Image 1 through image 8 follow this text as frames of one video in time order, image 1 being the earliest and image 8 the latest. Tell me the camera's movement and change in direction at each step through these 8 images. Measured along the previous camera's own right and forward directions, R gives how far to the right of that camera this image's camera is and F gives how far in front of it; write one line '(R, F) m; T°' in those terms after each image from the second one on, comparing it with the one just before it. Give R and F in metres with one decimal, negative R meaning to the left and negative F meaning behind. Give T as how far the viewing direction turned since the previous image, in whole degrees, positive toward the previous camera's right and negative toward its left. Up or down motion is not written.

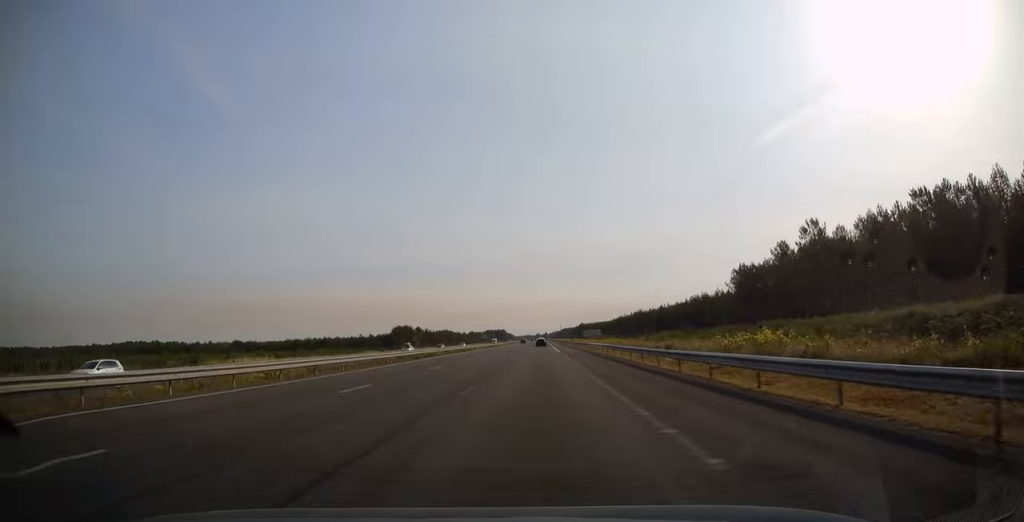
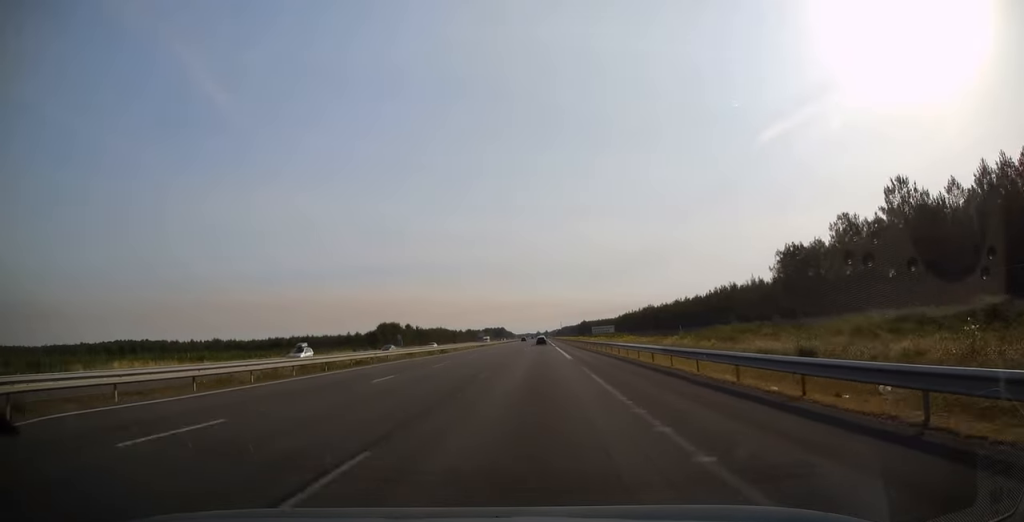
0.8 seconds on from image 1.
(0.0, +22.7) m; 0°
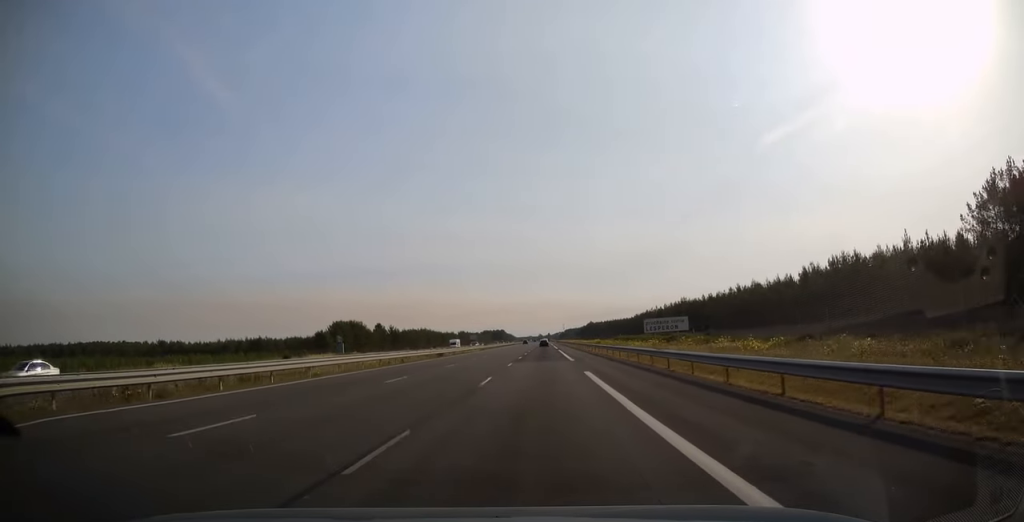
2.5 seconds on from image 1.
(+0.2, +50.7) m; 0°
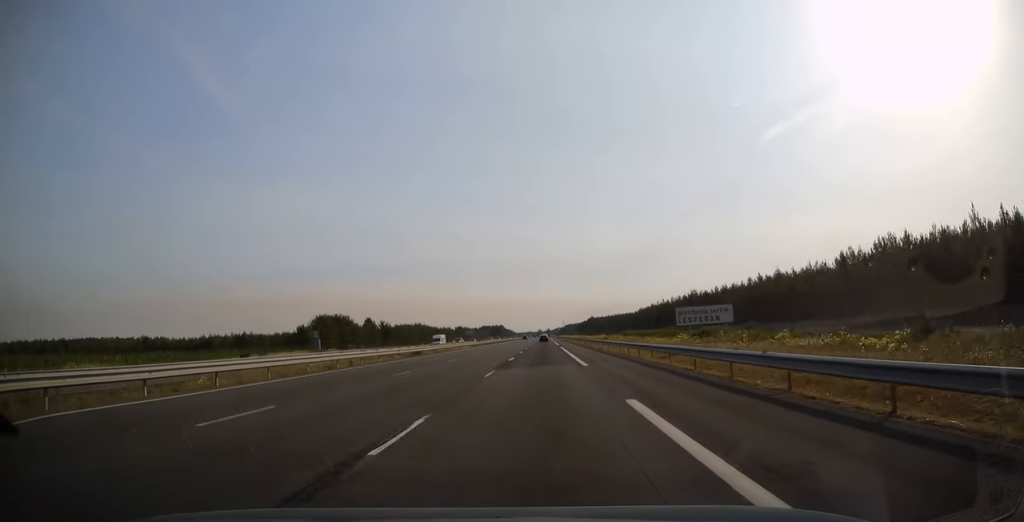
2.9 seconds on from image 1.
(0.0, +12.3) m; 0°
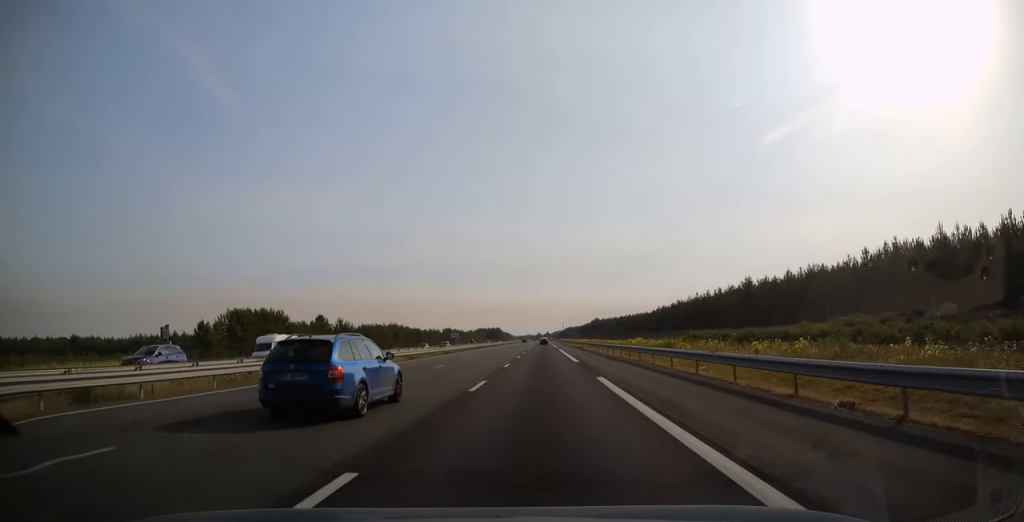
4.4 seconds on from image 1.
(-0.3, +44.3) m; 0°
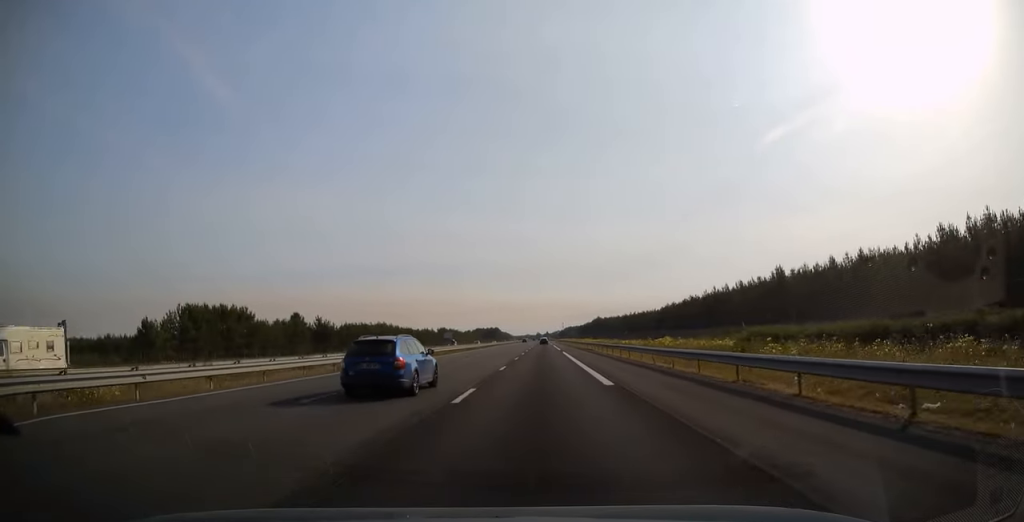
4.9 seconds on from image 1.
(+0.2, +16.3) m; 0°
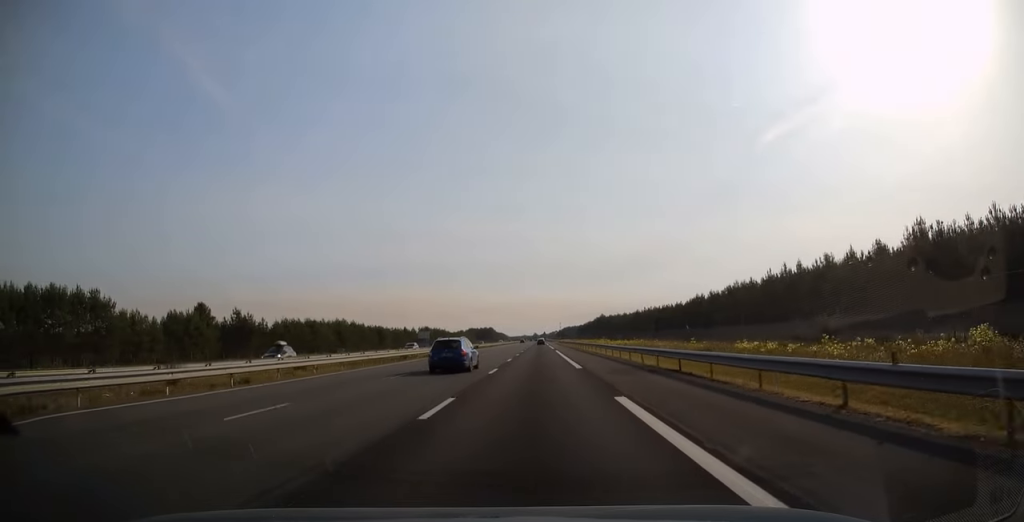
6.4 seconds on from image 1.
(+0.2, +42.3) m; 0°
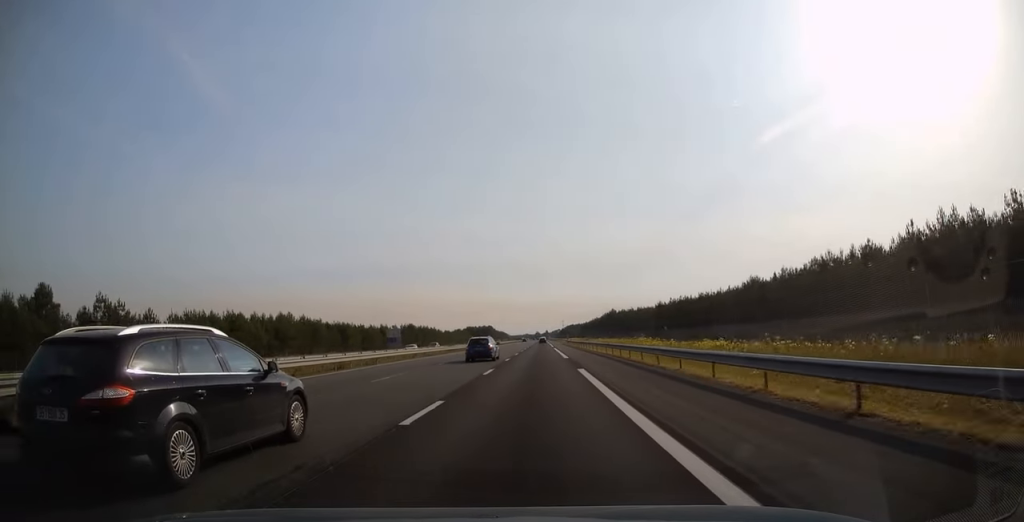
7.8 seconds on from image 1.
(0.0, +40.9) m; 0°
